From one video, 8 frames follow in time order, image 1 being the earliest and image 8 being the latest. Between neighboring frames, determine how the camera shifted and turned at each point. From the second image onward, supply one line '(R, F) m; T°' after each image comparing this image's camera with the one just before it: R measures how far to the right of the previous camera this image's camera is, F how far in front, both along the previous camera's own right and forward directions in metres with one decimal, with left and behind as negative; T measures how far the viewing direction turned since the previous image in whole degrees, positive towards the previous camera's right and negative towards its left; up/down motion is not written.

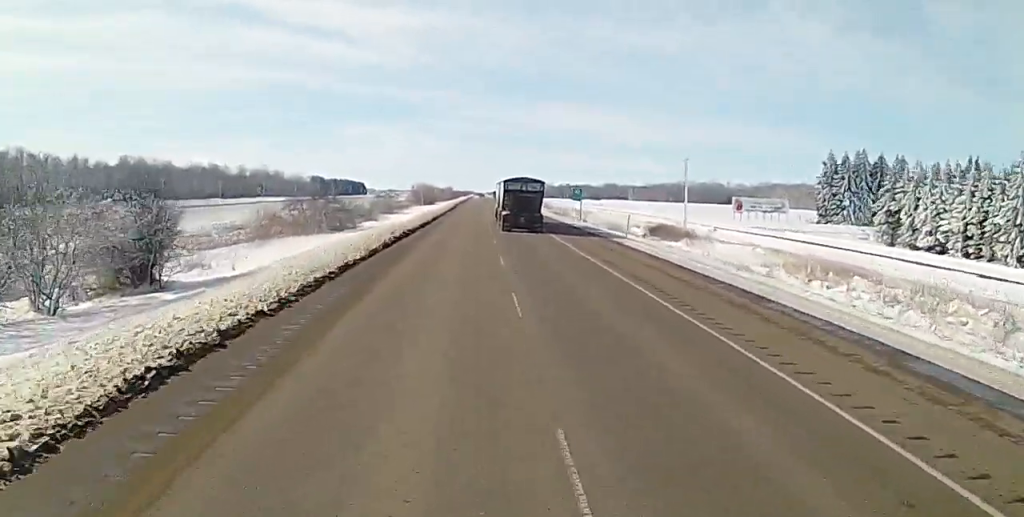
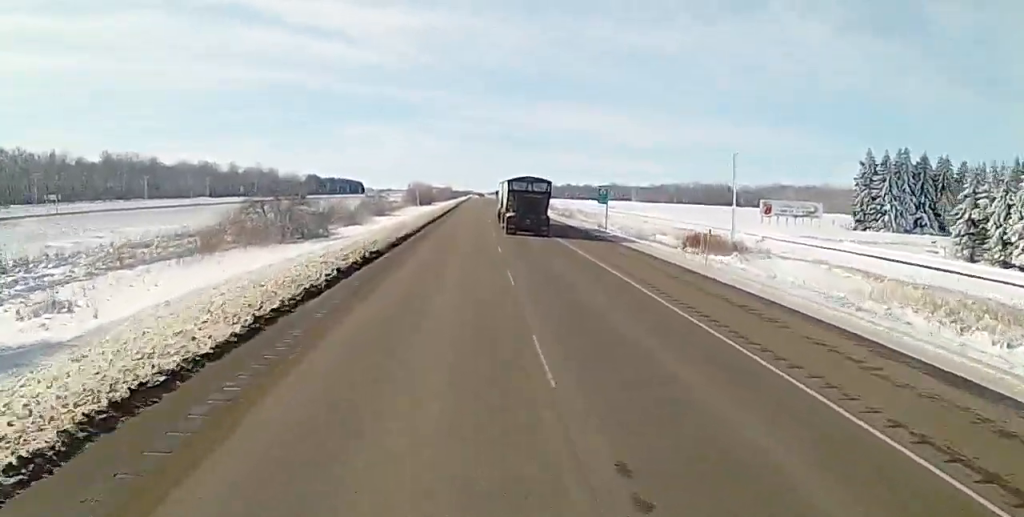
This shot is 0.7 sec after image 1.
(0.0, +18.4) m; 0°
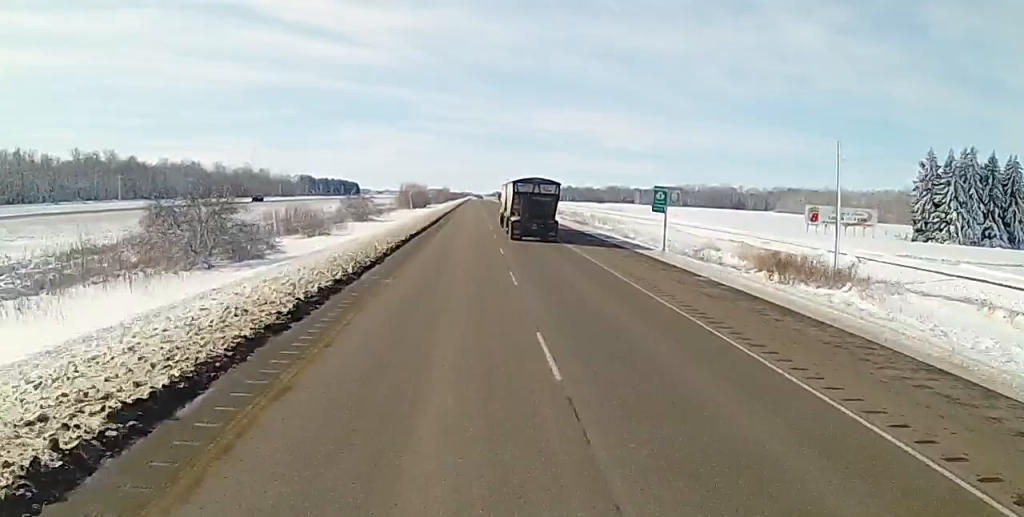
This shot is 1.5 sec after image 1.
(0.0, +23.8) m; 0°
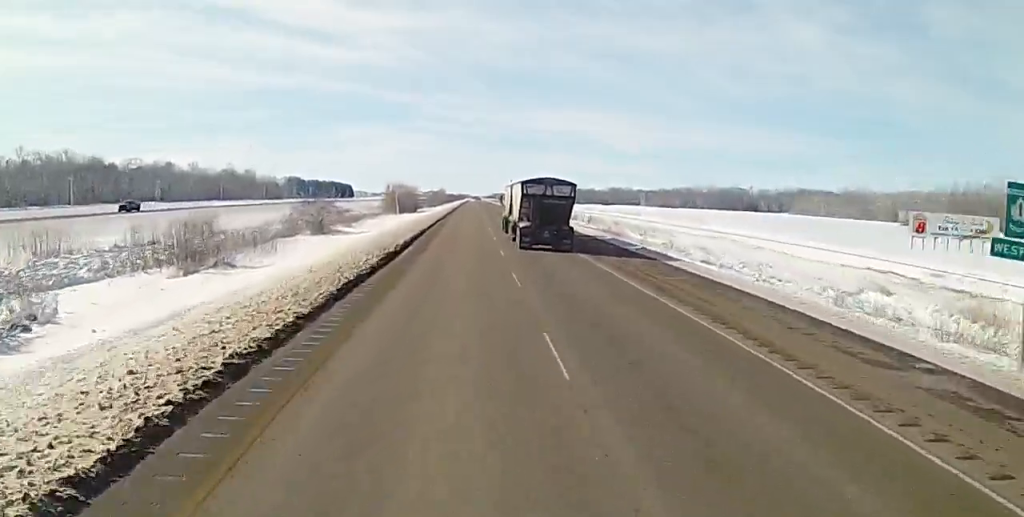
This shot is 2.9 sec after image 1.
(0.0, +36.5) m; 0°
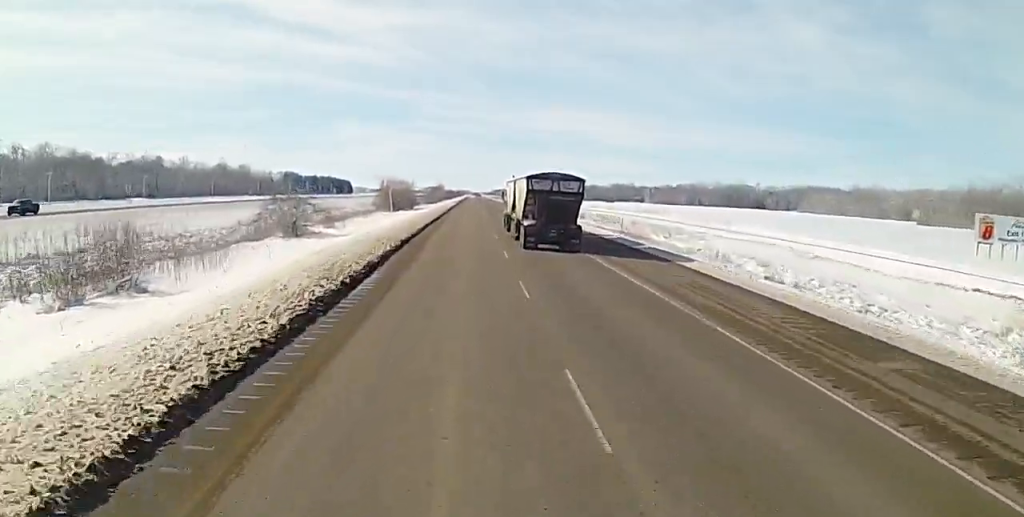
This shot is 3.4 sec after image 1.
(0.0, +15.6) m; 0°
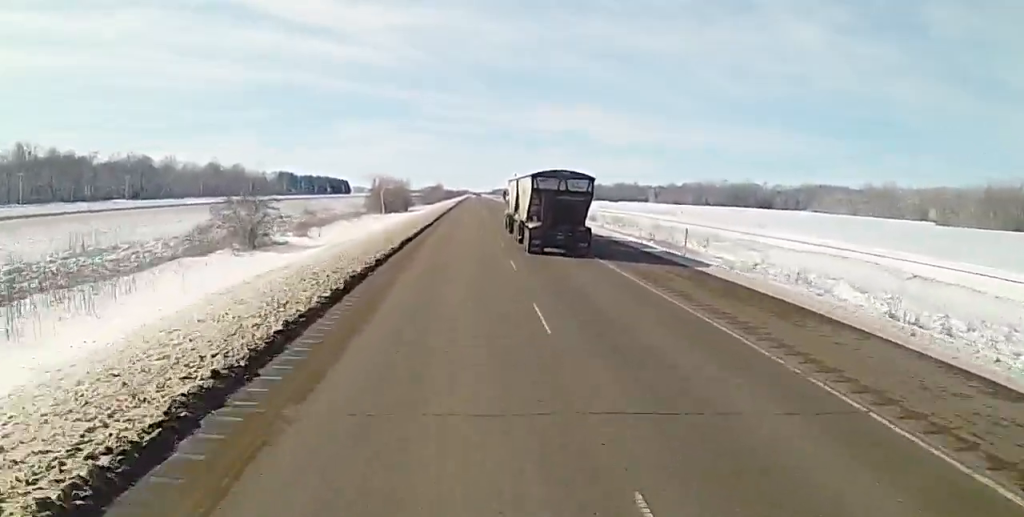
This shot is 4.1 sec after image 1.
(0.0, +17.4) m; -1°
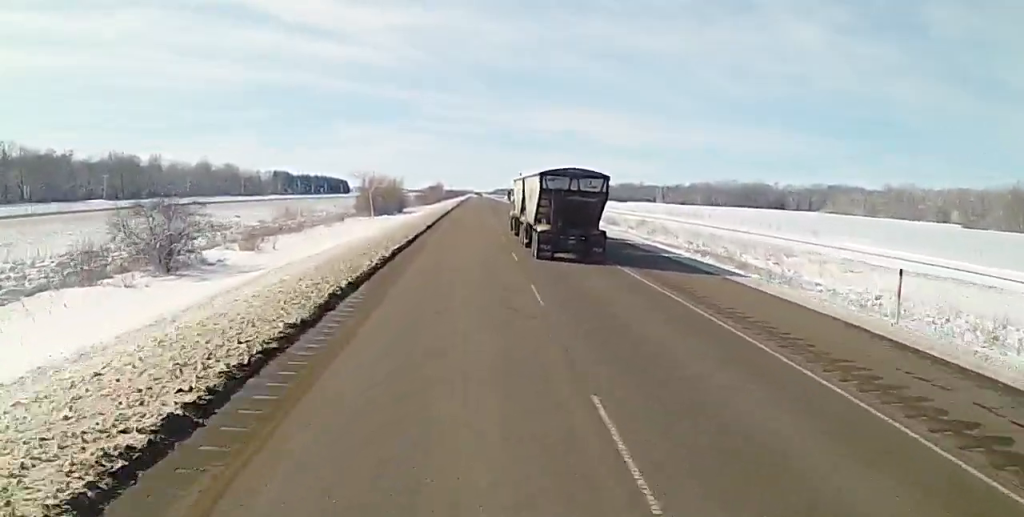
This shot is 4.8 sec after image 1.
(-0.2, +21.0) m; 0°
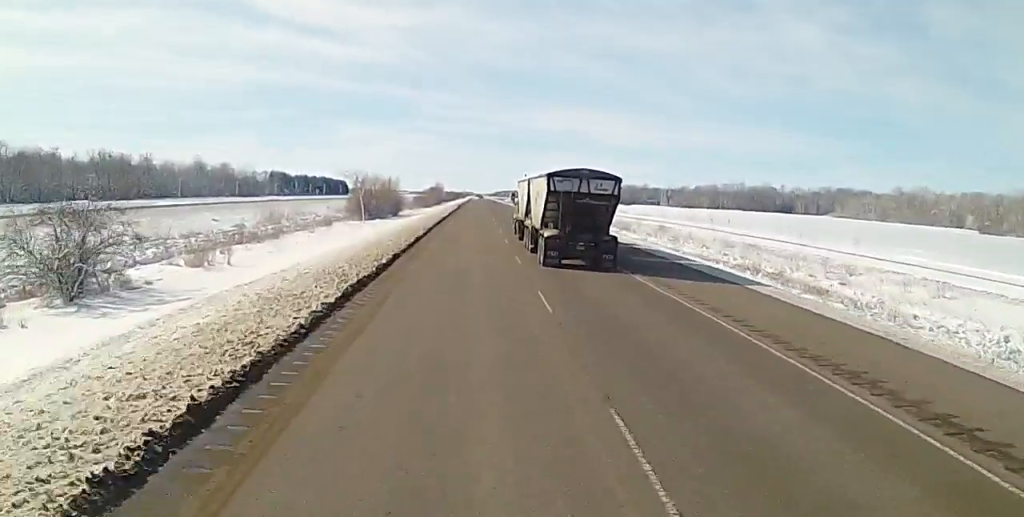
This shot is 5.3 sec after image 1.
(-0.3, +12.7) m; 0°
